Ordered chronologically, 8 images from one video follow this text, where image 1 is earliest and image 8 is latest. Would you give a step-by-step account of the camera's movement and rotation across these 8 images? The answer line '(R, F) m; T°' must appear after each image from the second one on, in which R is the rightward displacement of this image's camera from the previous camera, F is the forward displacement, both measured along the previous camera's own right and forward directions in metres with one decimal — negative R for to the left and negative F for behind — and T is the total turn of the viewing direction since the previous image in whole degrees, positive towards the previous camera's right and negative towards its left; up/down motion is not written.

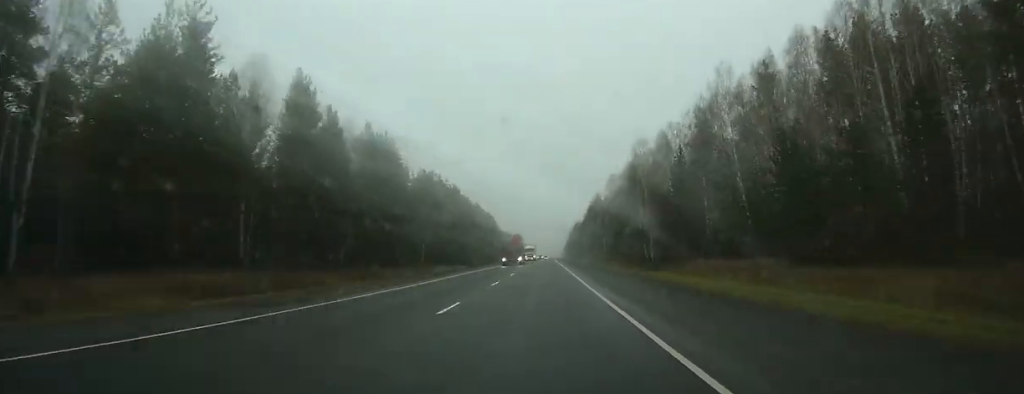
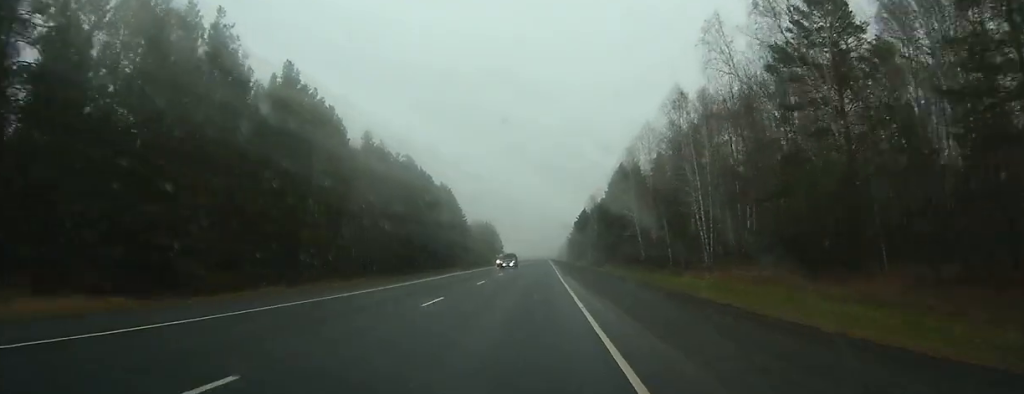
(+0.6, +123.2) m; 0°
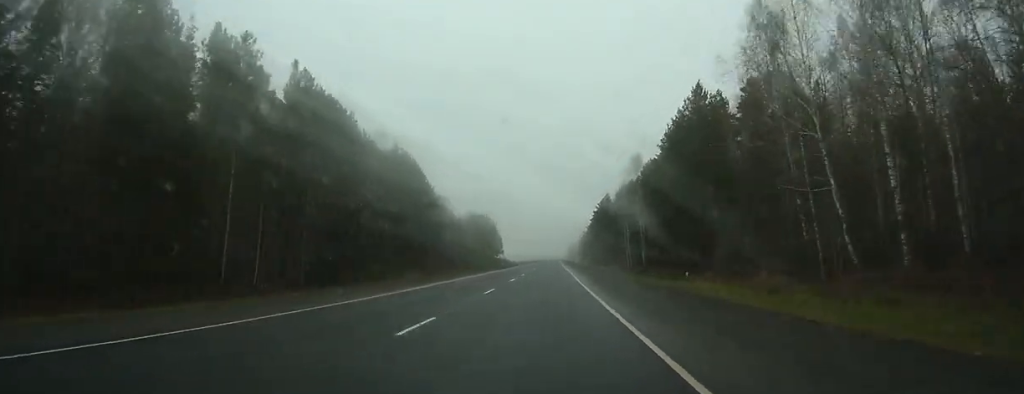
(-0.3, +67.2) m; -1°
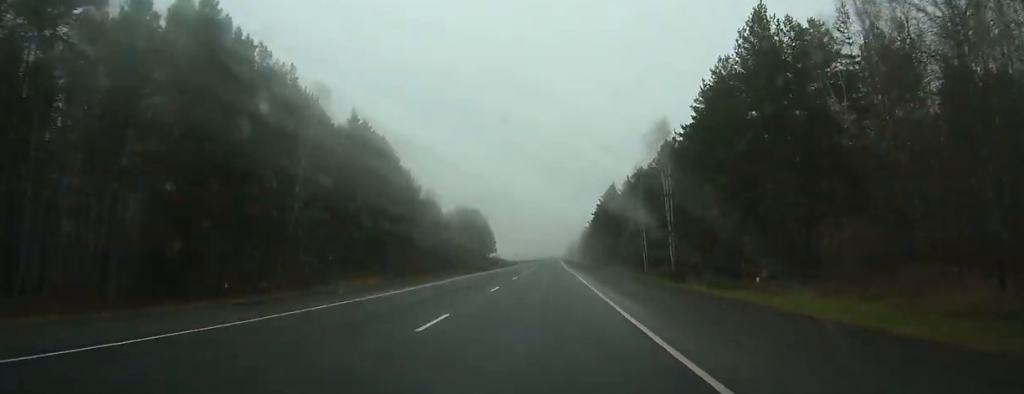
(-0.1, +23.6) m; 0°
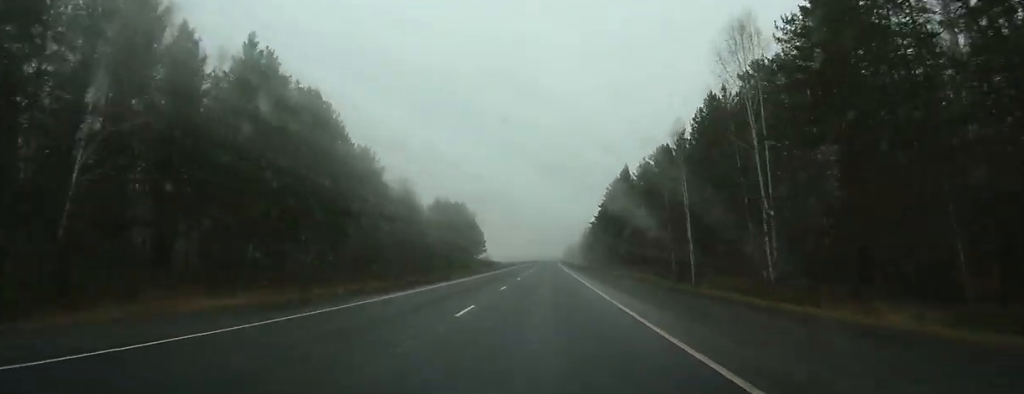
(0.0, +32.6) m; 0°
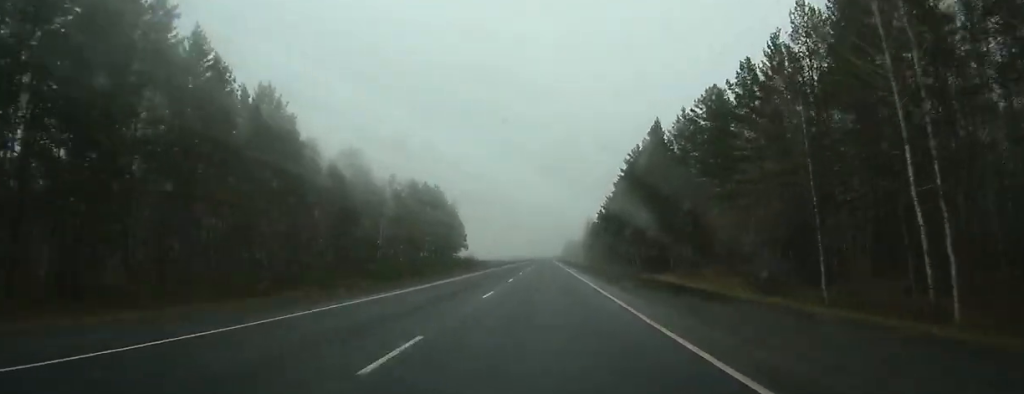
(-0.4, +42.6) m; 0°
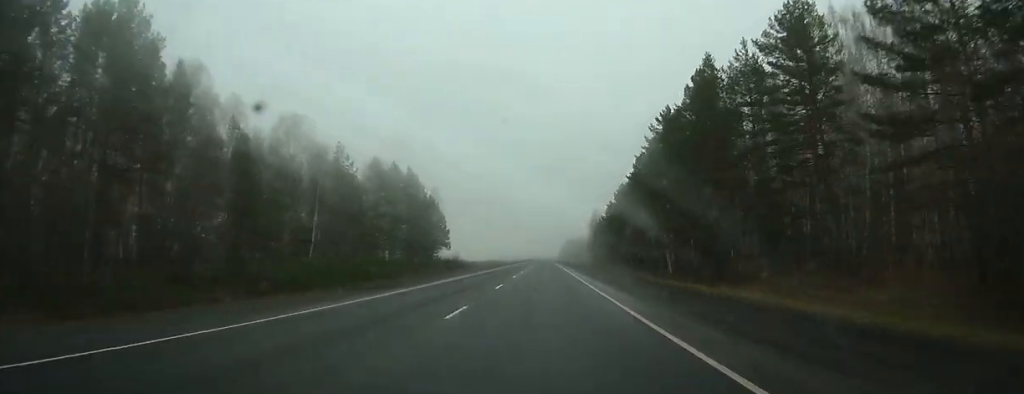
(+0.2, +30.1) m; 0°
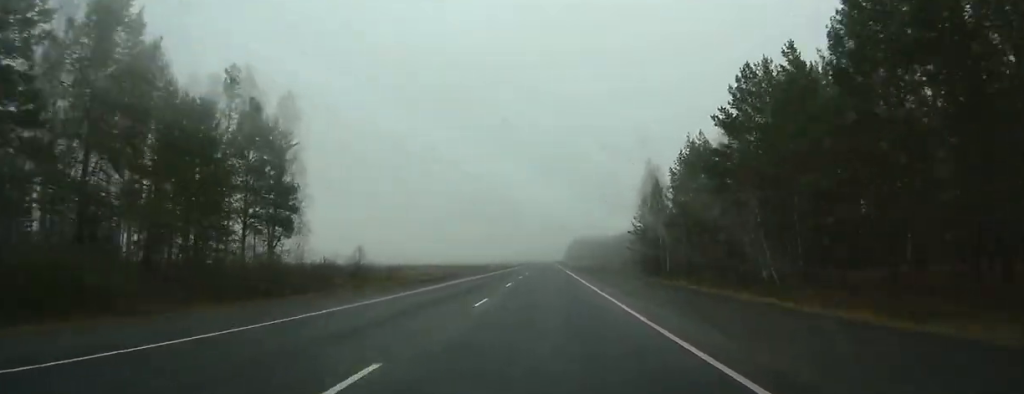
(+0.8, +91.2) m; 0°
